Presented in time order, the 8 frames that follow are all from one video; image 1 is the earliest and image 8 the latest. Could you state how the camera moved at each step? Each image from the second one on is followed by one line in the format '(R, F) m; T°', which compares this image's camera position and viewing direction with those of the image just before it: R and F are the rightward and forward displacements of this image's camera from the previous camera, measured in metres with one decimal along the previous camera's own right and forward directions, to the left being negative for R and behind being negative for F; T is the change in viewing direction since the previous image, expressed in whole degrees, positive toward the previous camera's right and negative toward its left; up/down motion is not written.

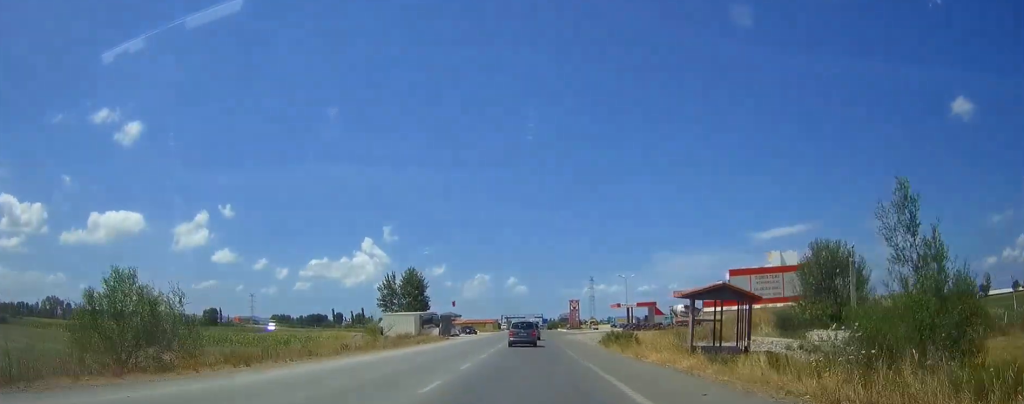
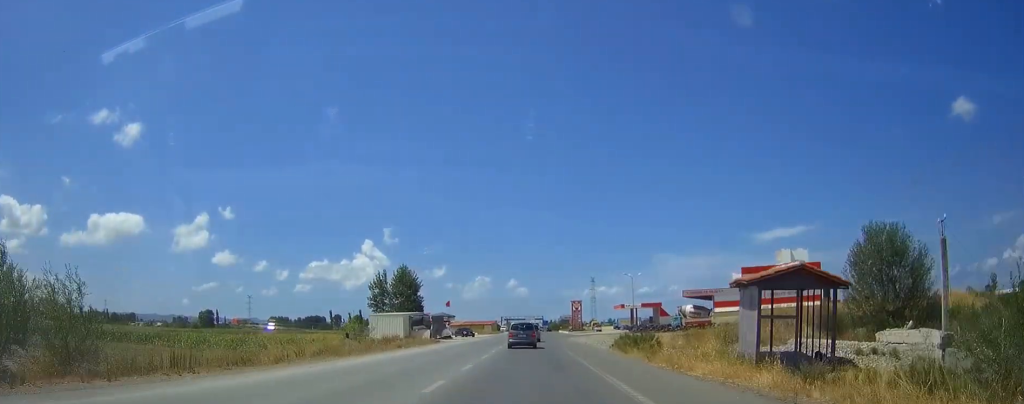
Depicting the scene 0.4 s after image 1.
(0.0, +7.3) m; 0°
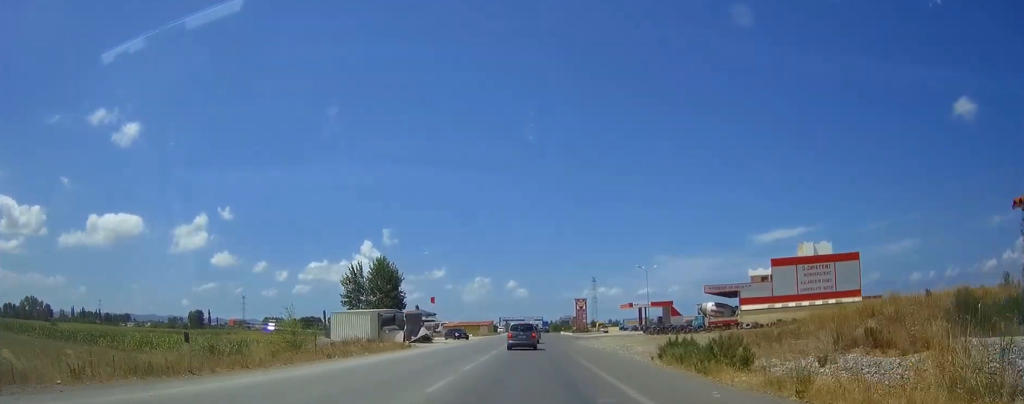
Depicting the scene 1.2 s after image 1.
(-0.1, +15.9) m; 0°
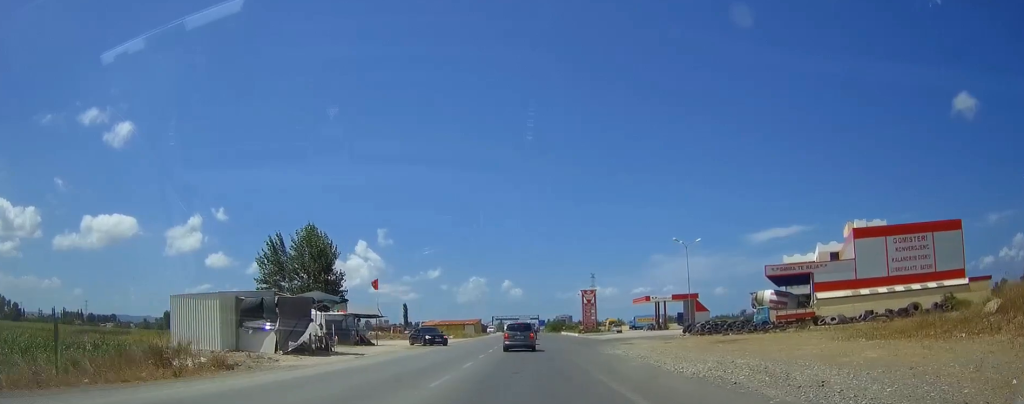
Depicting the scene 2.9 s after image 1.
(0.0, +31.1) m; 0°
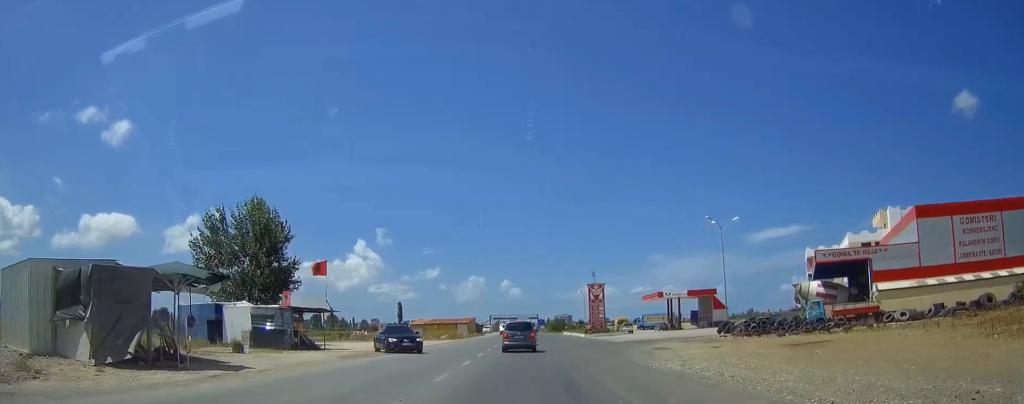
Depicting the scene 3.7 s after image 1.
(0.0, +14.3) m; 0°
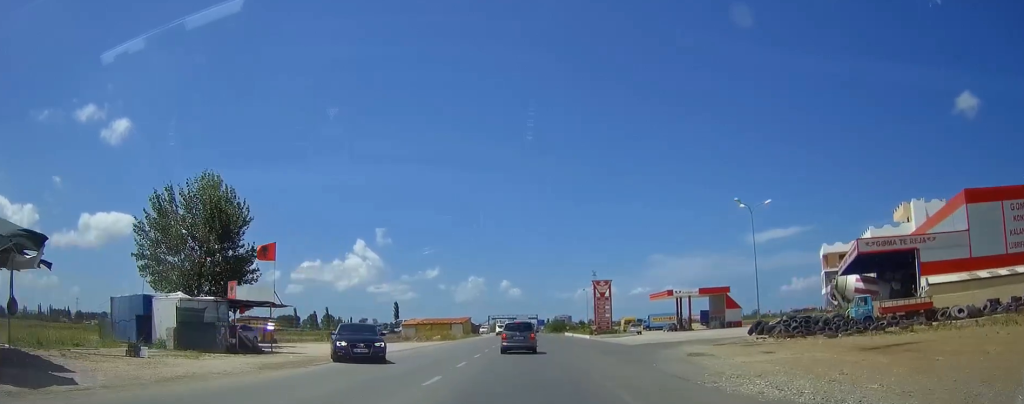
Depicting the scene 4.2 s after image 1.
(0.0, +8.7) m; 0°
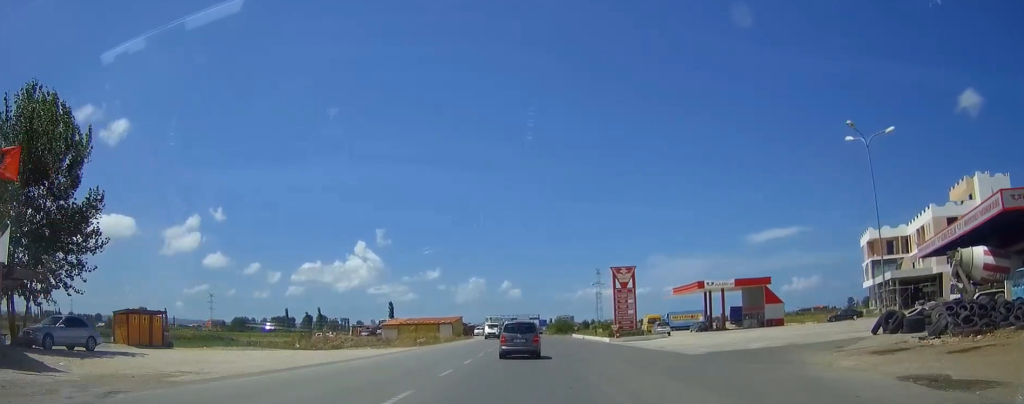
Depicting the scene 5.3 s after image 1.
(0.0, +19.2) m; 0°
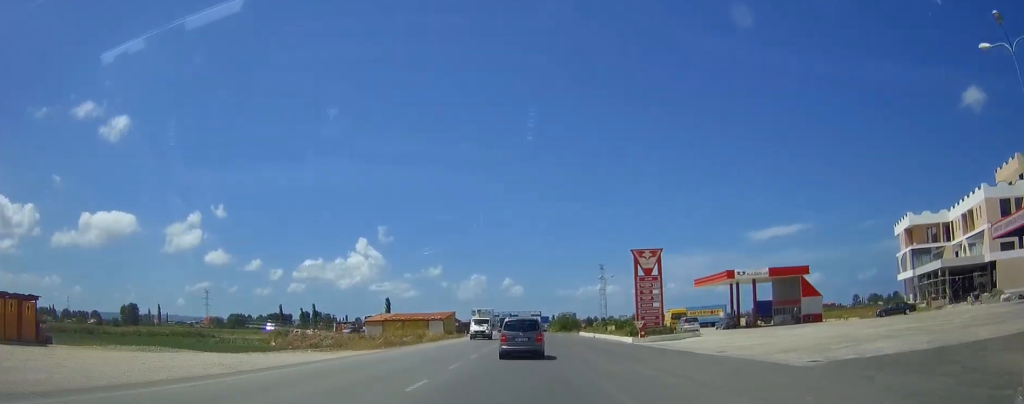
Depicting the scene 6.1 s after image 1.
(0.0, +12.5) m; 0°
